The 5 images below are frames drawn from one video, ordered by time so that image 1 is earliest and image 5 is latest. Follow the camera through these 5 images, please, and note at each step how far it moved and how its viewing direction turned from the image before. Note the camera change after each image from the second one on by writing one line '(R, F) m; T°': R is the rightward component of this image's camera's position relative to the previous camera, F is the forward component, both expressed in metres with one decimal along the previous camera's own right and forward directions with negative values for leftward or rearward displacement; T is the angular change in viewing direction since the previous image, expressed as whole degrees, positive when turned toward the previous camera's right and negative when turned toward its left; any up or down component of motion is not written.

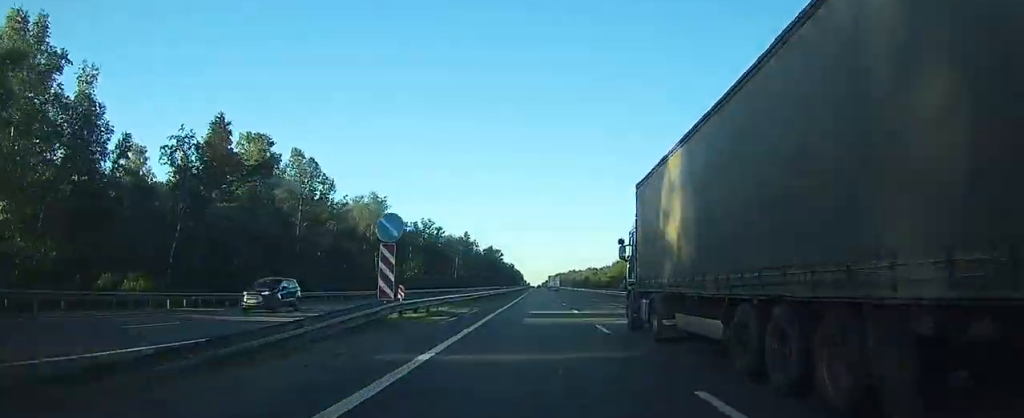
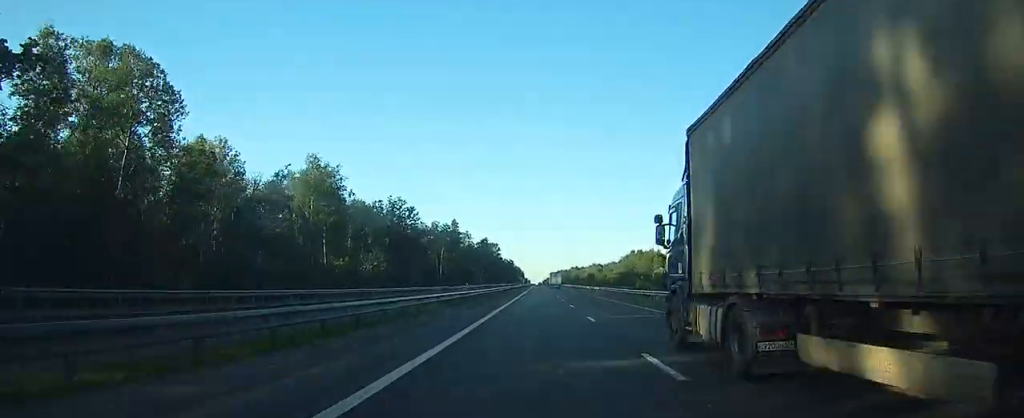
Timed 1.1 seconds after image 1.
(-0.1, +32.4) m; 0°
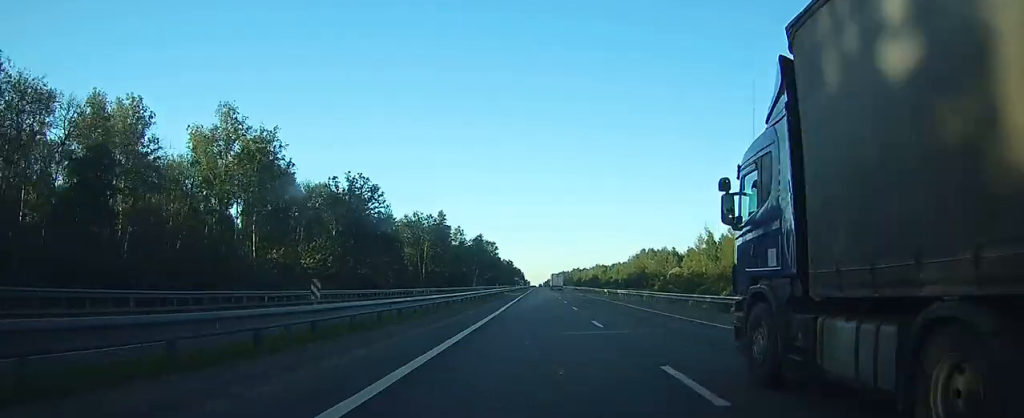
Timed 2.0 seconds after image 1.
(+0.2, +25.7) m; 0°
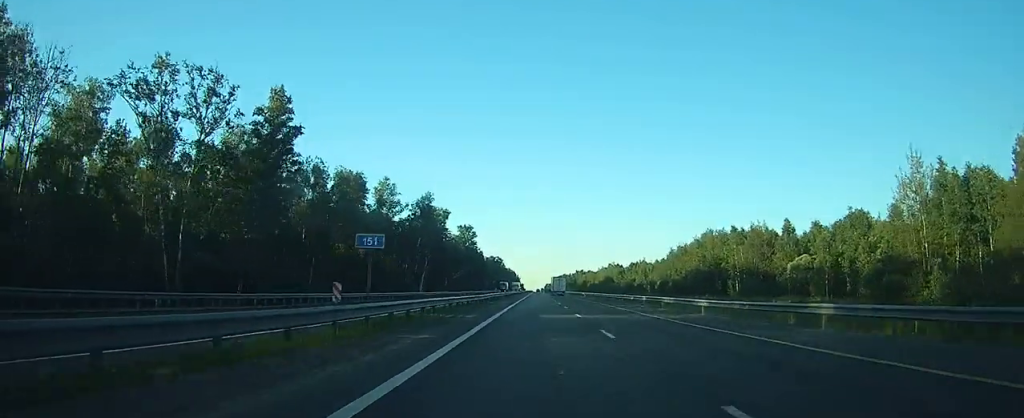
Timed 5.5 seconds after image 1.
(-0.3, +99.3) m; -1°
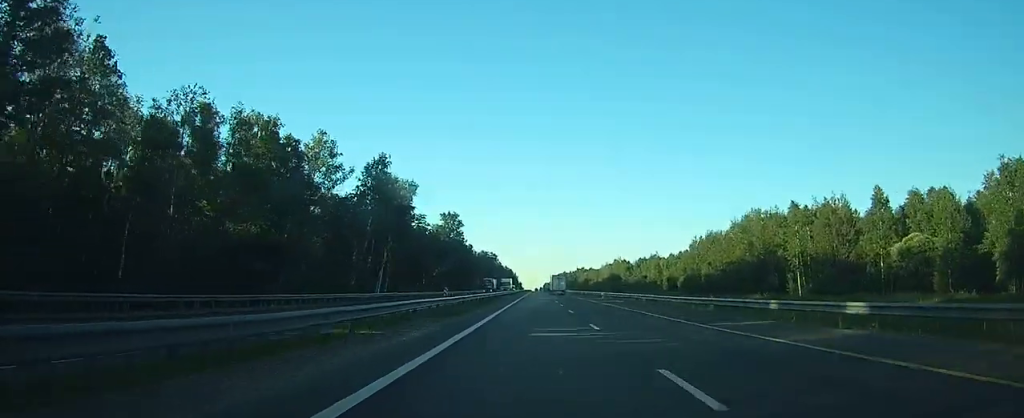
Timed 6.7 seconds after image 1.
(+0.1, +33.5) m; 0°
